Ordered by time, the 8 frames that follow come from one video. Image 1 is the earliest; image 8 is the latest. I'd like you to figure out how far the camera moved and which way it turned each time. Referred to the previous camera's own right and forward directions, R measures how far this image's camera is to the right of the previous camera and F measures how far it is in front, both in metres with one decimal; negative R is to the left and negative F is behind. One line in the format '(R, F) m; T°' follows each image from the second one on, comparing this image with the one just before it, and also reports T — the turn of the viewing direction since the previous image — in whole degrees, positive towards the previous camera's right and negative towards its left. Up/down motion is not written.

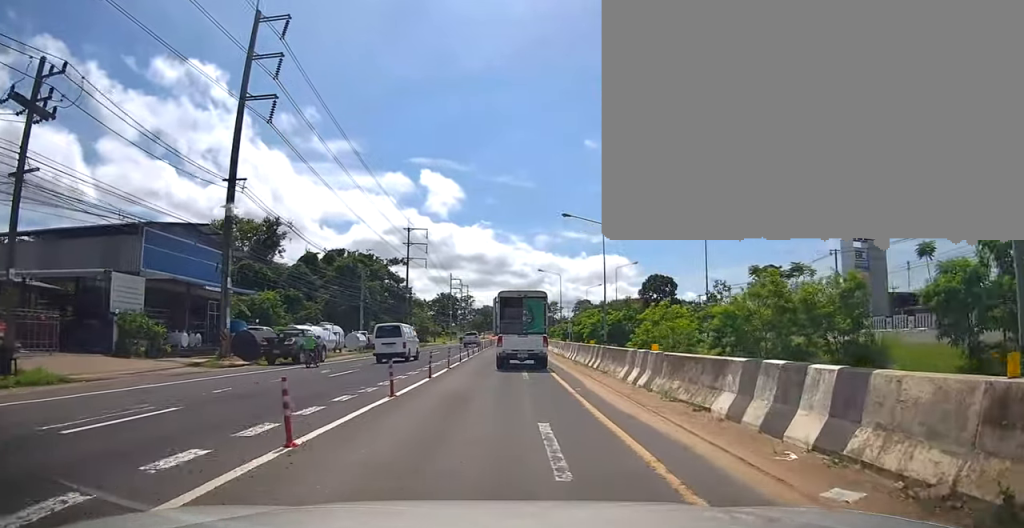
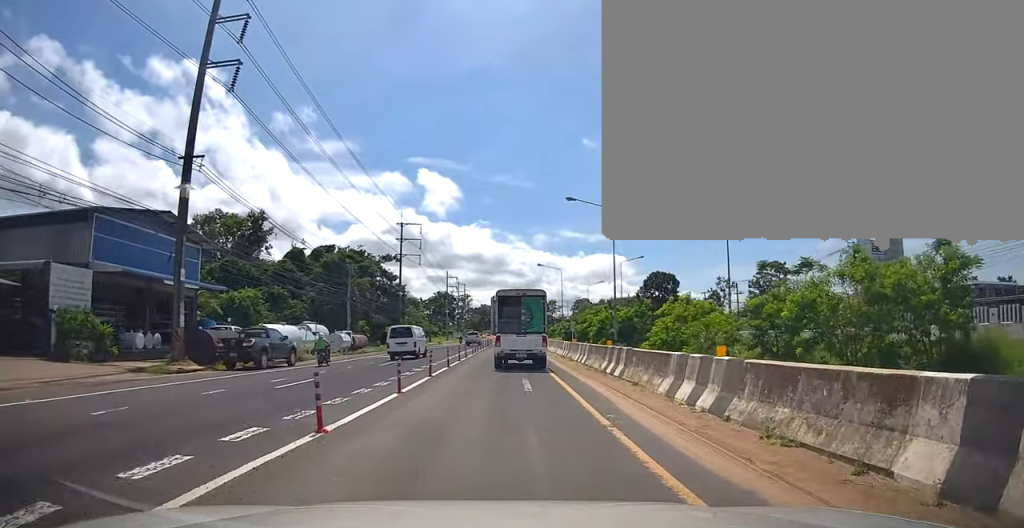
(0.0, +4.3) m; +1°
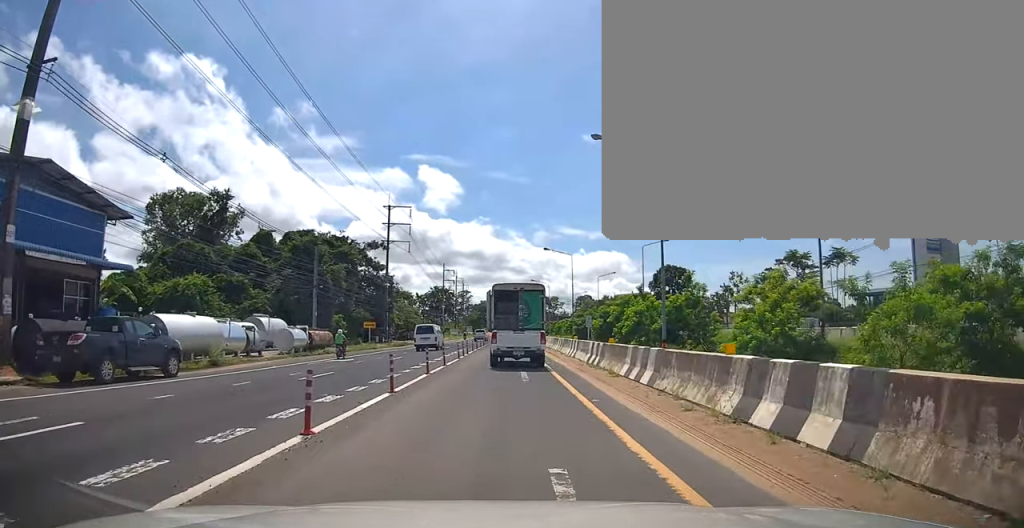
(+0.2, +10.5) m; +1°
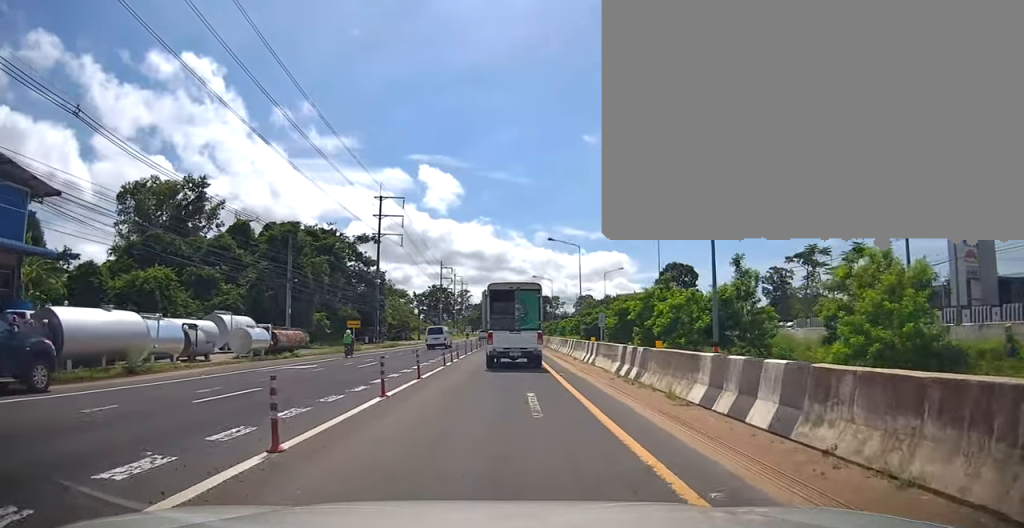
(0.0, +6.0) m; 0°
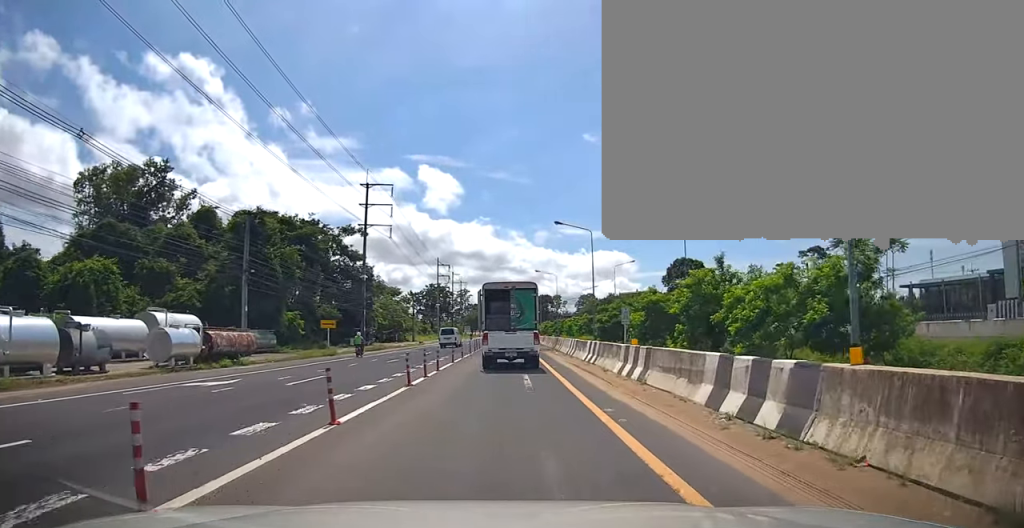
(0.0, +7.6) m; 0°
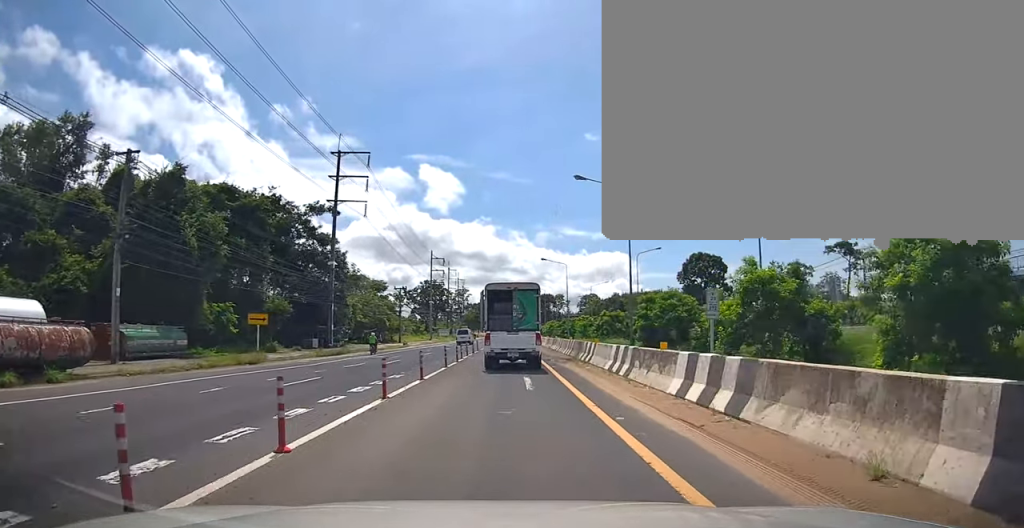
(0.0, +13.0) m; 0°
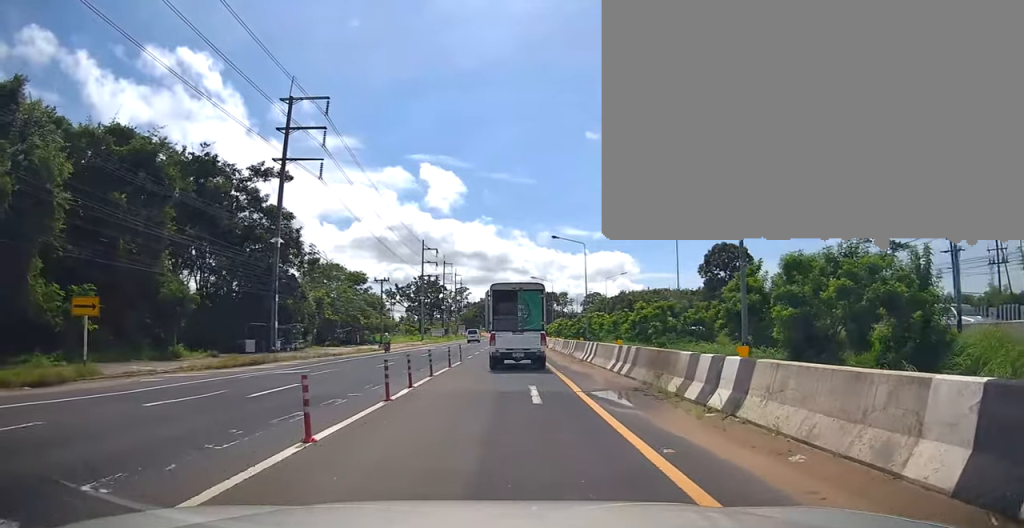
(+0.1, +14.1) m; -1°
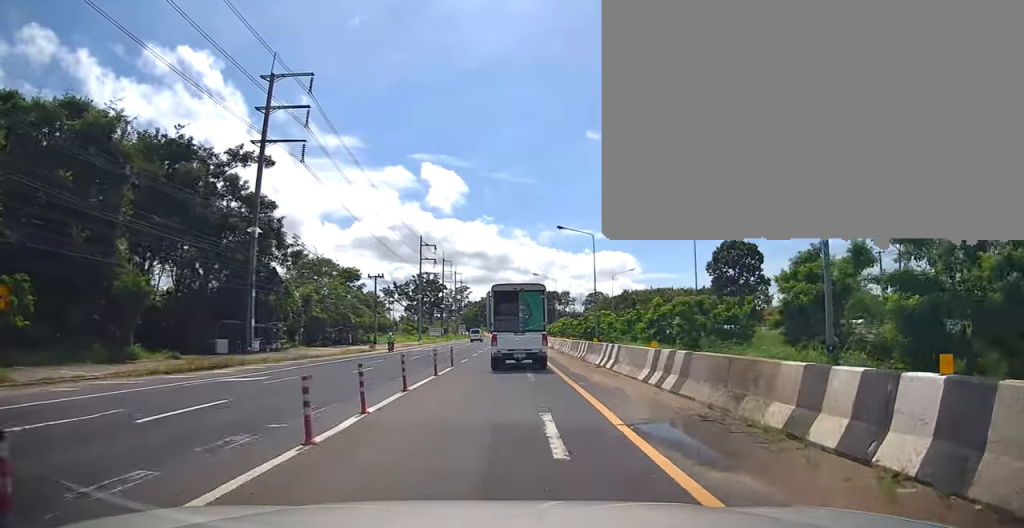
(+0.1, +4.3) m; -1°
